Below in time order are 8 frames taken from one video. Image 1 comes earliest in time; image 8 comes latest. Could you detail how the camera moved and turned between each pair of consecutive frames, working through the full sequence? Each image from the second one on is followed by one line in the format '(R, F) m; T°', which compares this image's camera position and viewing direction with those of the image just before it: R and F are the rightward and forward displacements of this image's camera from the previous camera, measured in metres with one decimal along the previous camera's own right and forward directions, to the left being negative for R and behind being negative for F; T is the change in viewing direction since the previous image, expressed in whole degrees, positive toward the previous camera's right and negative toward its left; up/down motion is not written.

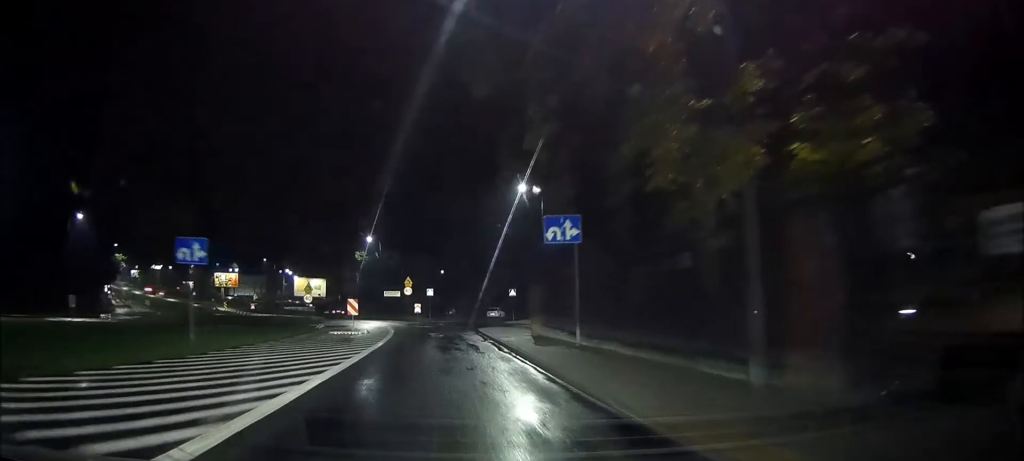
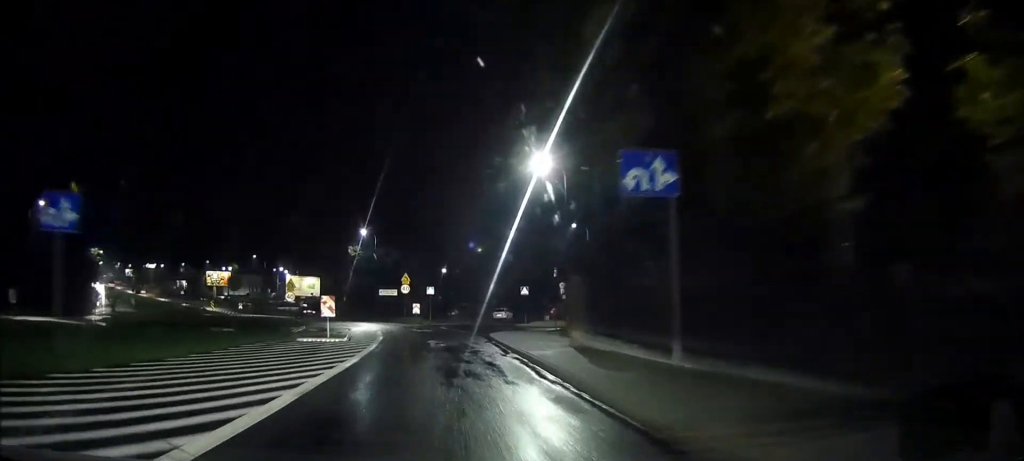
(-0.3, +8.0) m; -3°
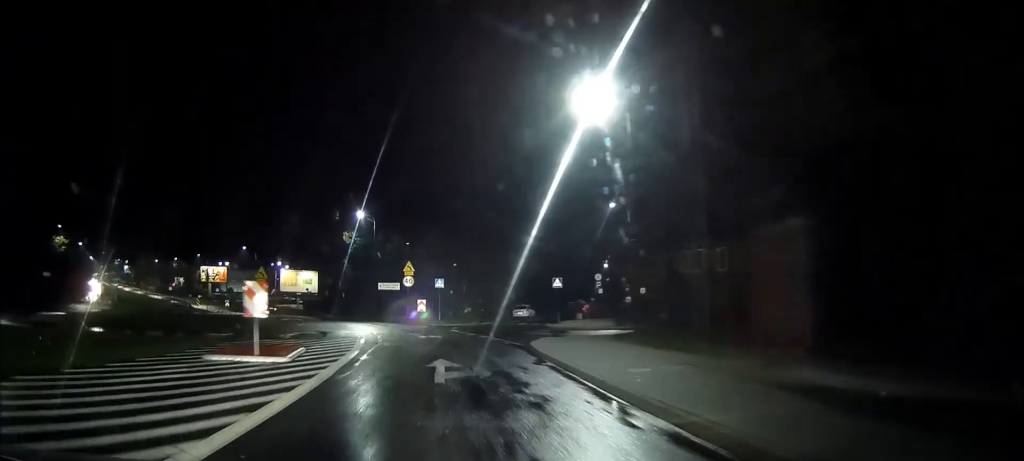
(-0.4, +11.4) m; -5°
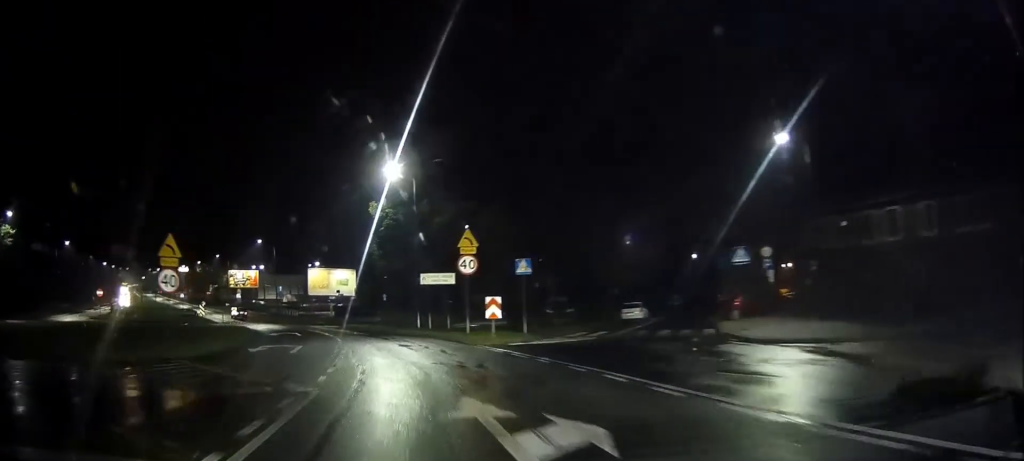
(-1.7, +21.4) m; -8°
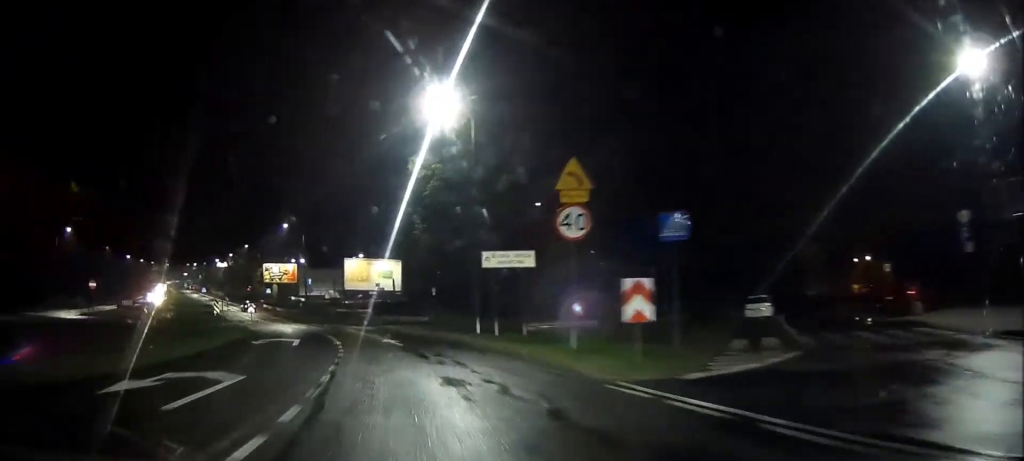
(-0.4, +12.5) m; -4°
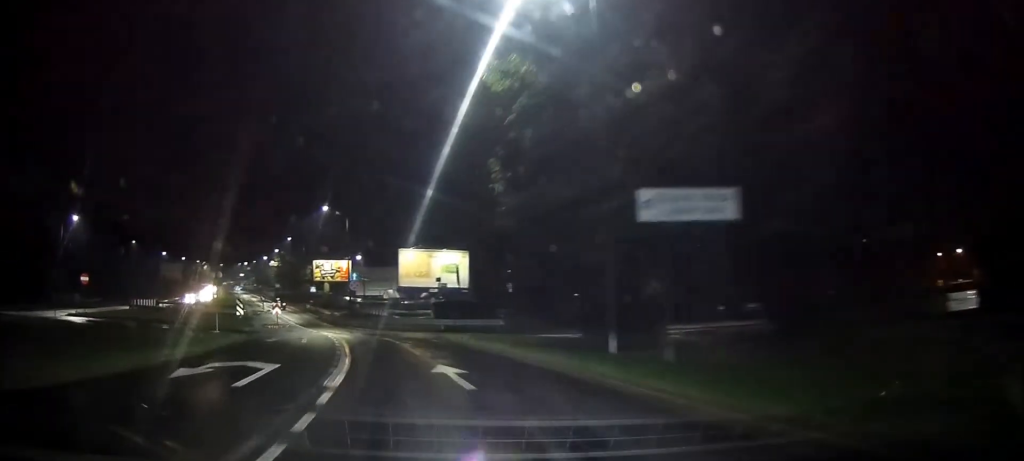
(-0.4, +12.5) m; -4°
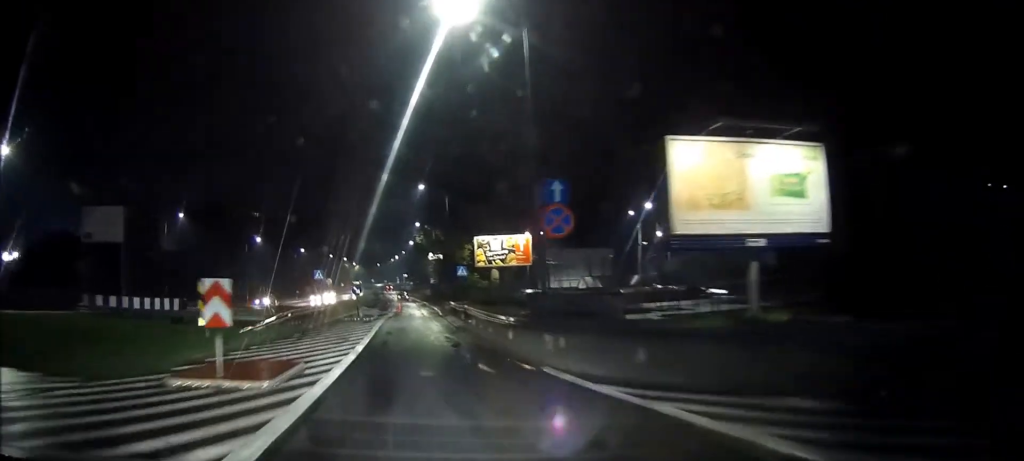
(-3.4, +38.7) m; -7°
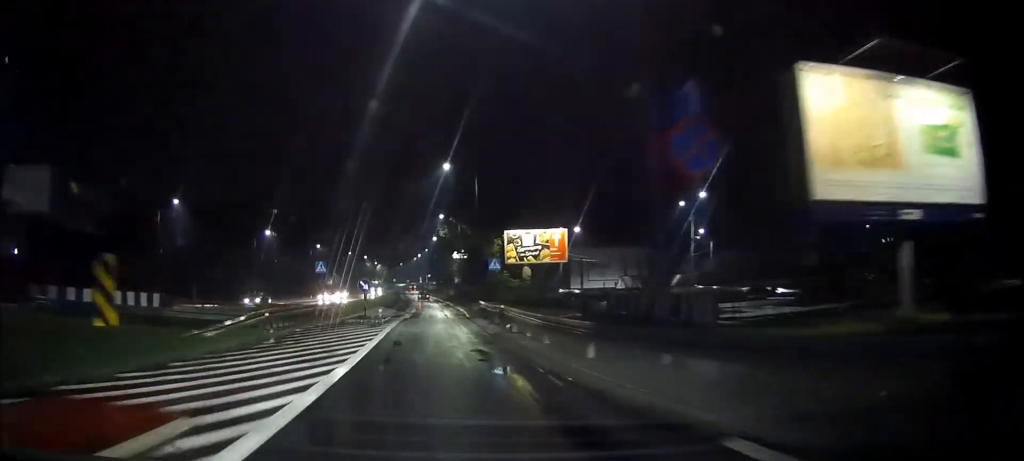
(0.0, +7.9) m; 0°
